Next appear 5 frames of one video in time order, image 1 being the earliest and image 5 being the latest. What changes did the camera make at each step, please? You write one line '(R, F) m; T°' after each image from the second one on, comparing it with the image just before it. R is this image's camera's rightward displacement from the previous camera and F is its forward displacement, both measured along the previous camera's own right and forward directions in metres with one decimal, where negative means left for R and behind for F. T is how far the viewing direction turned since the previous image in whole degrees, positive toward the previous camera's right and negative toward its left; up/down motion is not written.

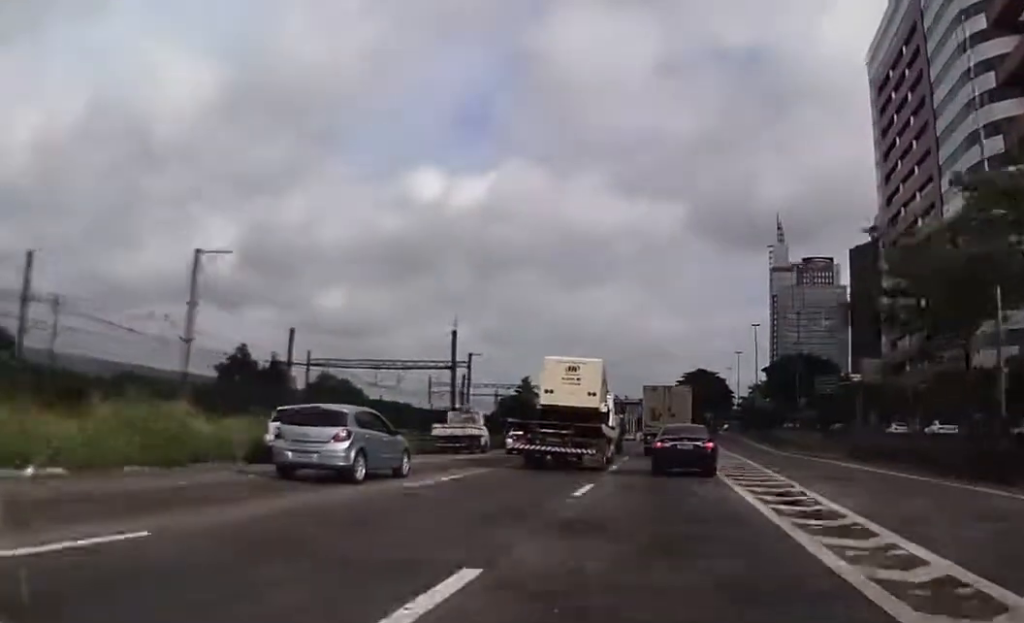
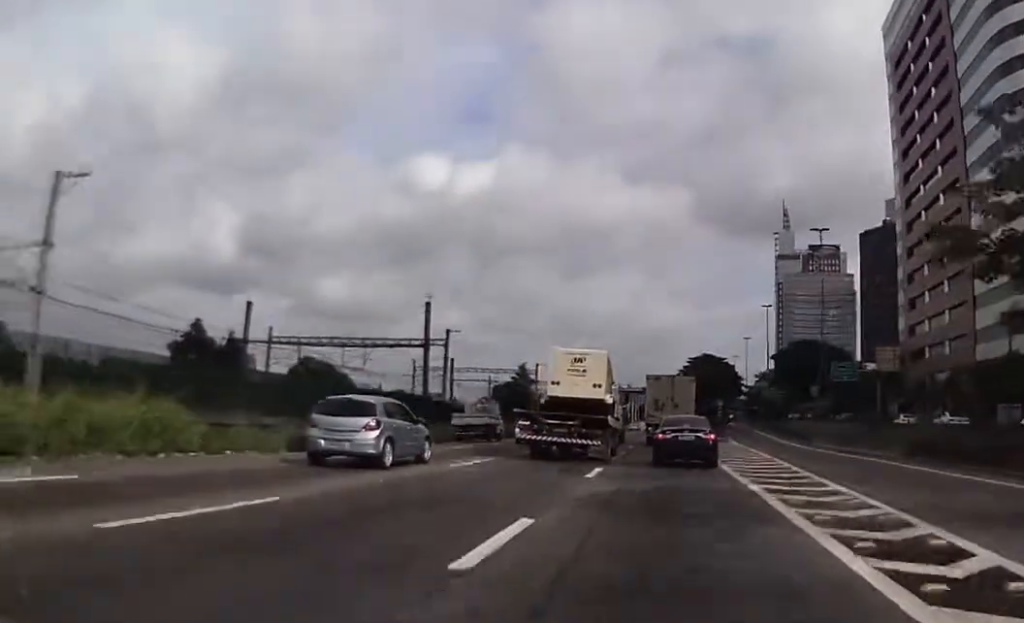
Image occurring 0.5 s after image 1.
(-0.1, +8.9) m; 0°
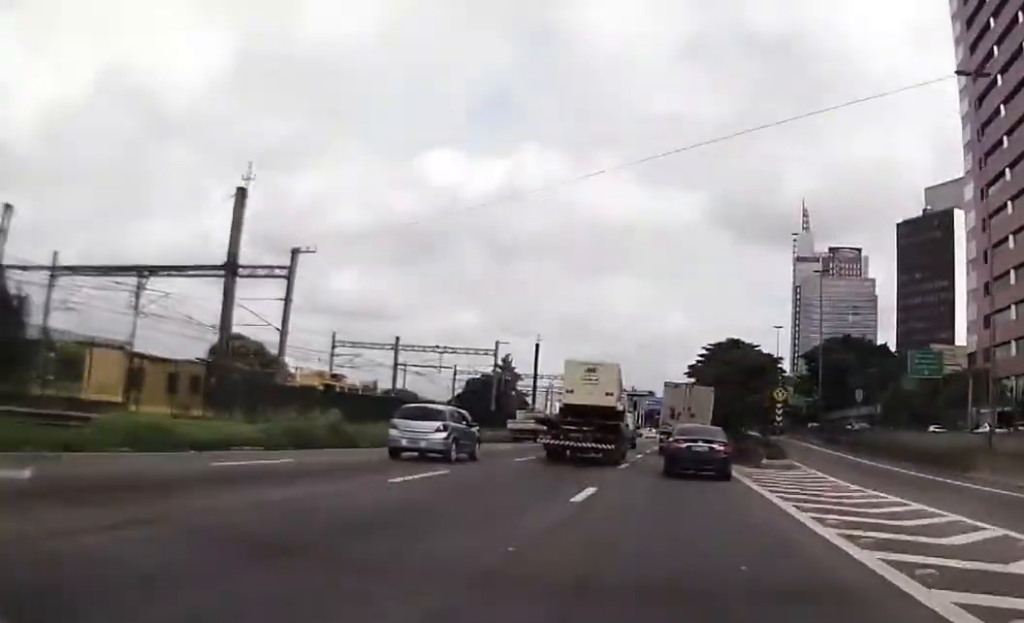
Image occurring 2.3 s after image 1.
(0.0, +29.2) m; +1°
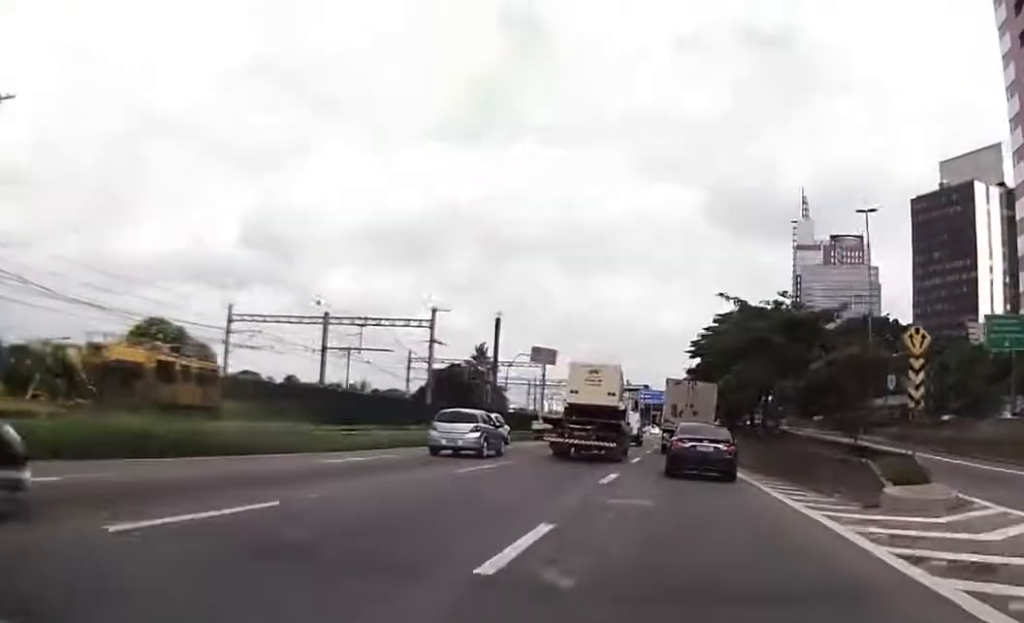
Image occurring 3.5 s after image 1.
(+0.4, +18.8) m; +6°
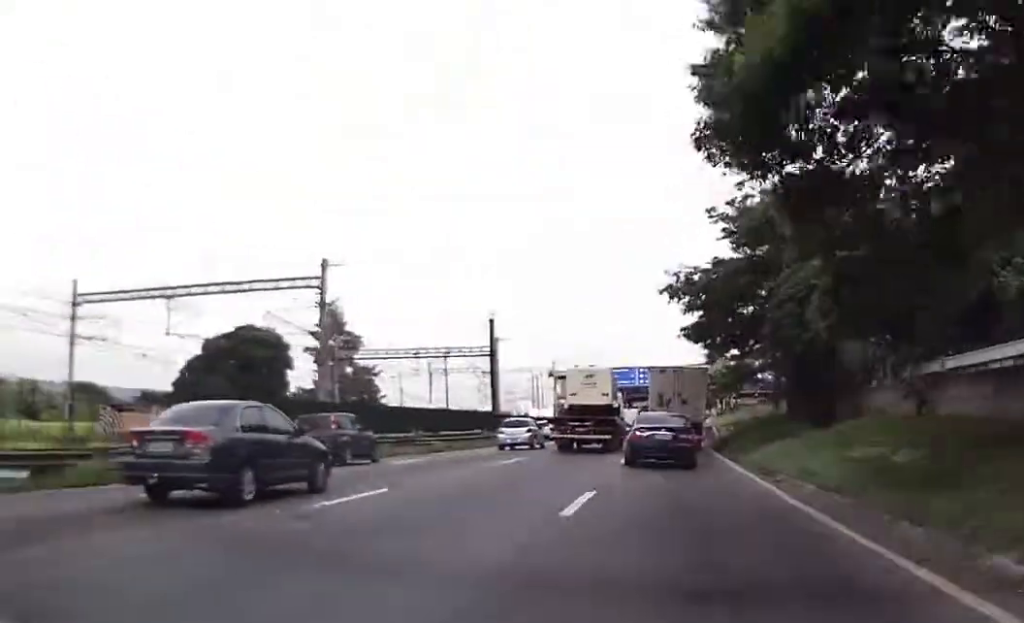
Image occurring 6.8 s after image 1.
(-5.6, +56.1) m; -13°
